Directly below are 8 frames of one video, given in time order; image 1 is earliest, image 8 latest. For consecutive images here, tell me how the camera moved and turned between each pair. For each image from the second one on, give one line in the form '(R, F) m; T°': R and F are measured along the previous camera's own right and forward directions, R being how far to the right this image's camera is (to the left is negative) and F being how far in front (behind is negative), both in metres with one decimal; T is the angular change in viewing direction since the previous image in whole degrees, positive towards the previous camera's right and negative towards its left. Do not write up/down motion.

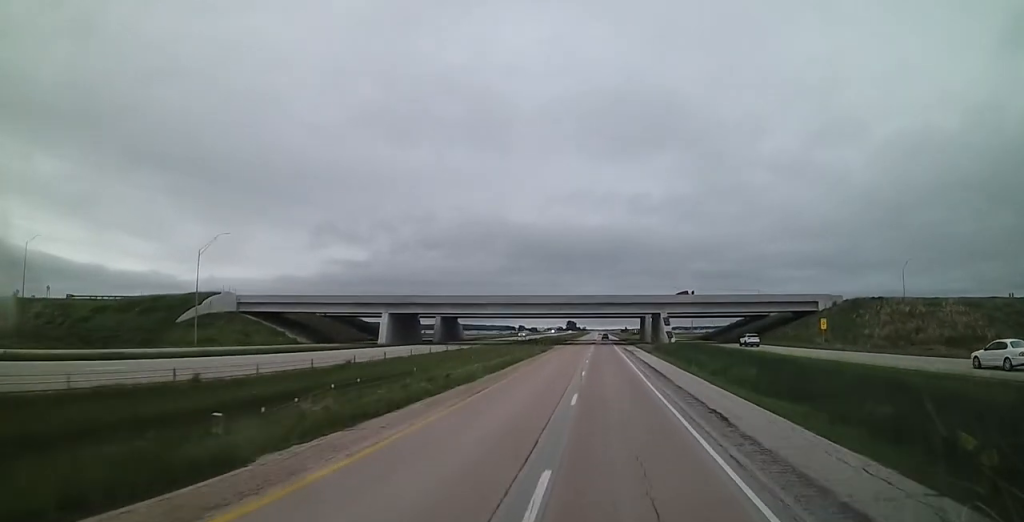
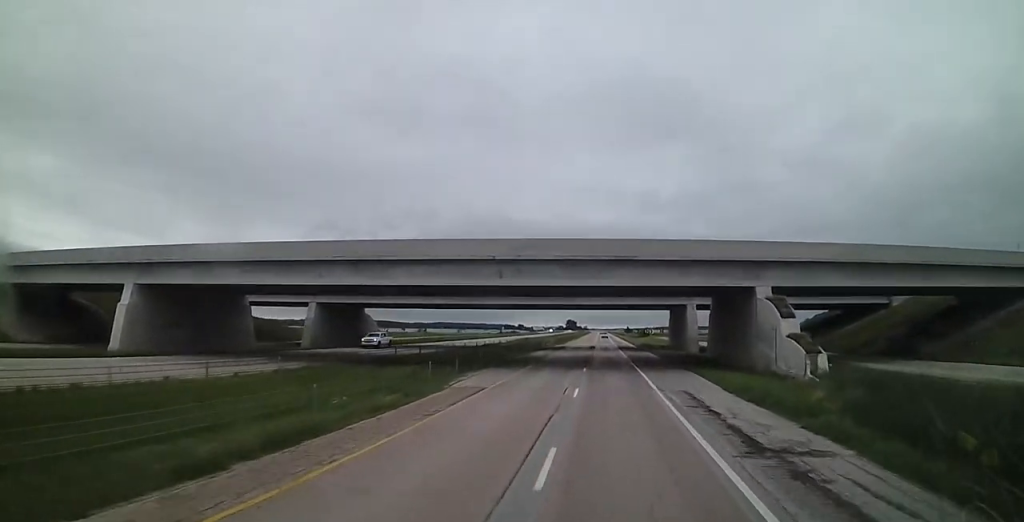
(-0.8, +58.5) m; 0°
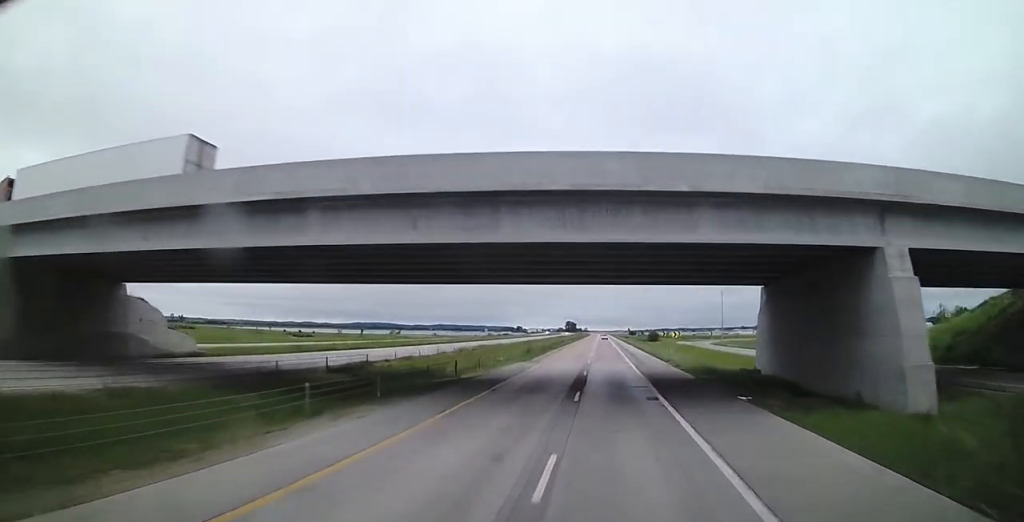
(+0.1, +48.6) m; -1°
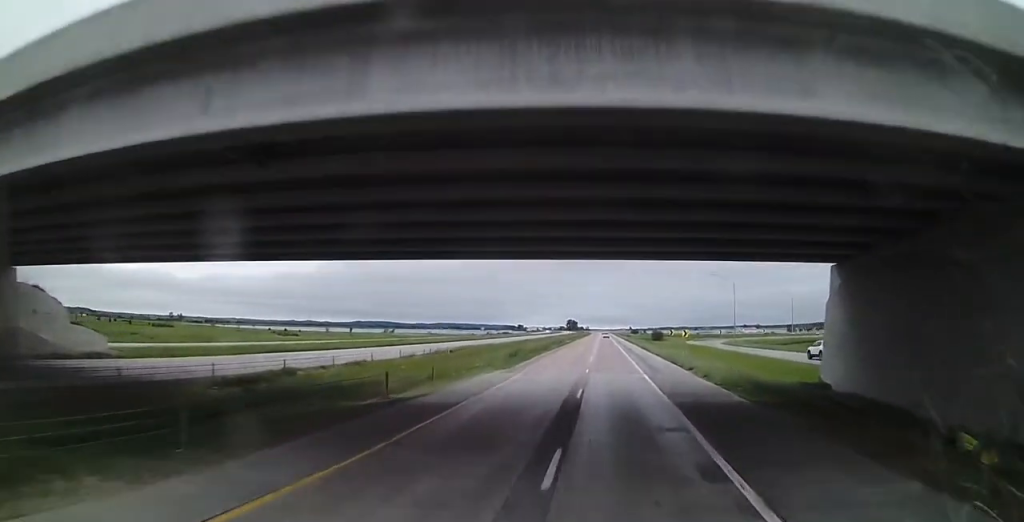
(0.0, +11.4) m; 0°
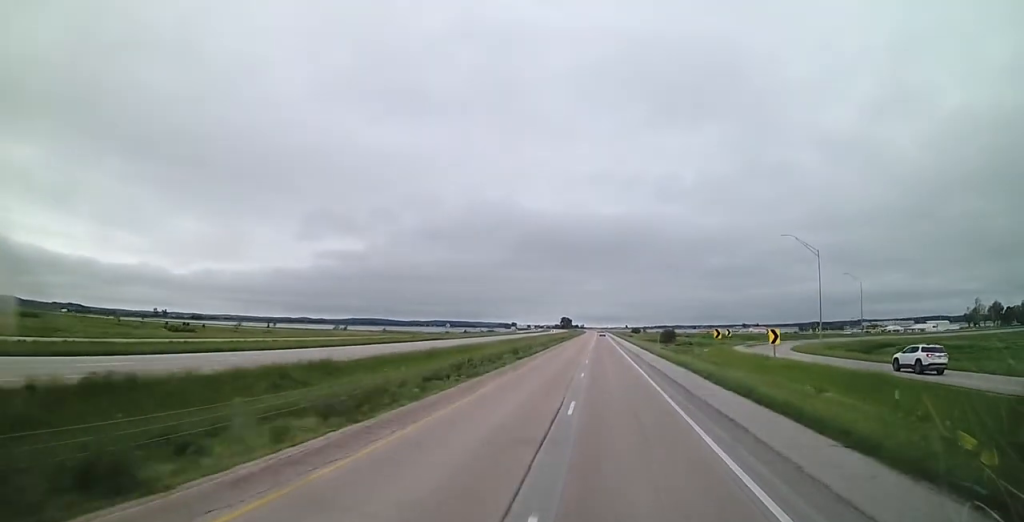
(0.0, +52.6) m; 0°
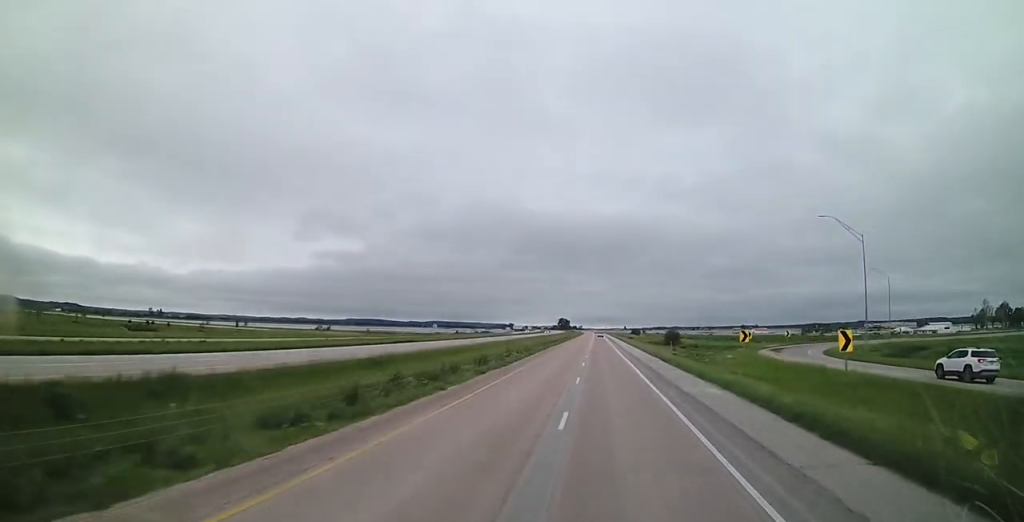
(0.0, +14.5) m; 0°
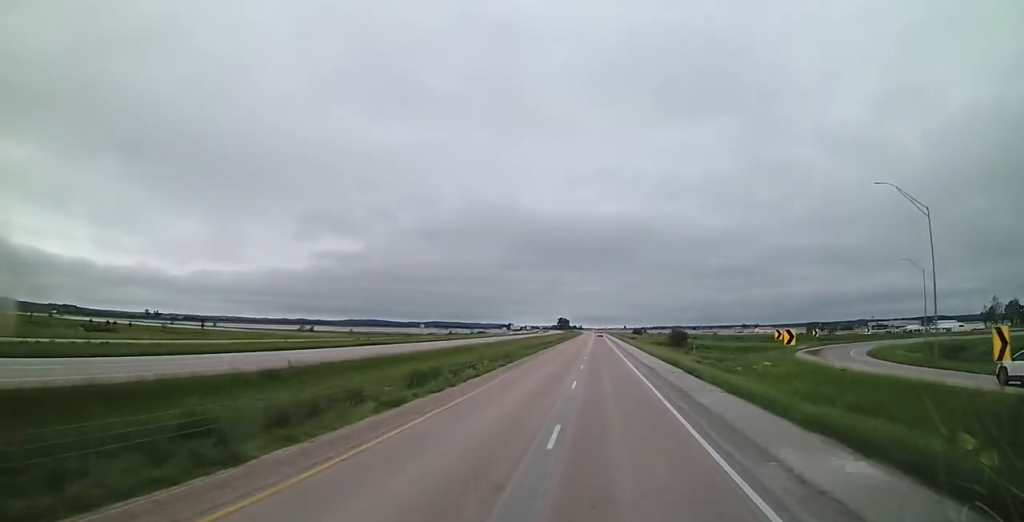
(-0.1, +14.4) m; 0°
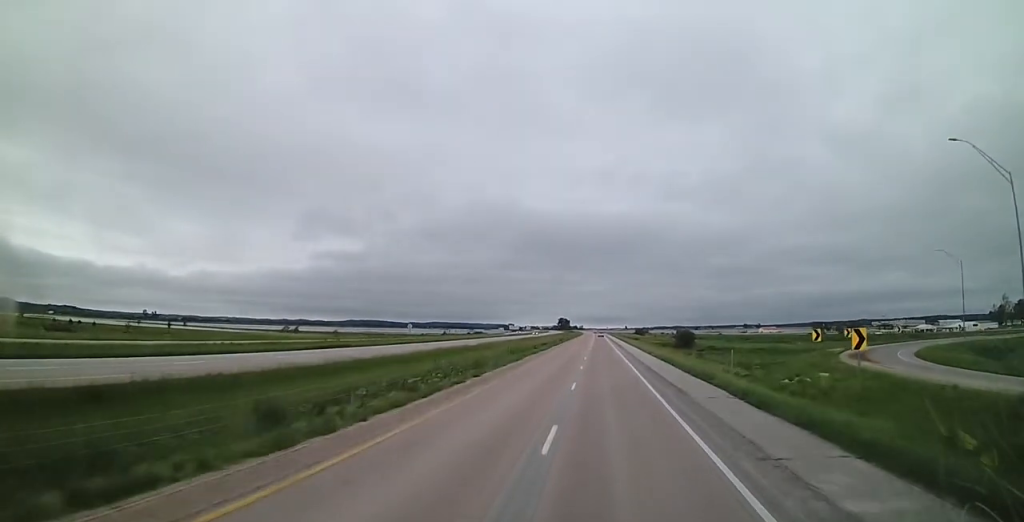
(+0.1, +12.6) m; 0°
